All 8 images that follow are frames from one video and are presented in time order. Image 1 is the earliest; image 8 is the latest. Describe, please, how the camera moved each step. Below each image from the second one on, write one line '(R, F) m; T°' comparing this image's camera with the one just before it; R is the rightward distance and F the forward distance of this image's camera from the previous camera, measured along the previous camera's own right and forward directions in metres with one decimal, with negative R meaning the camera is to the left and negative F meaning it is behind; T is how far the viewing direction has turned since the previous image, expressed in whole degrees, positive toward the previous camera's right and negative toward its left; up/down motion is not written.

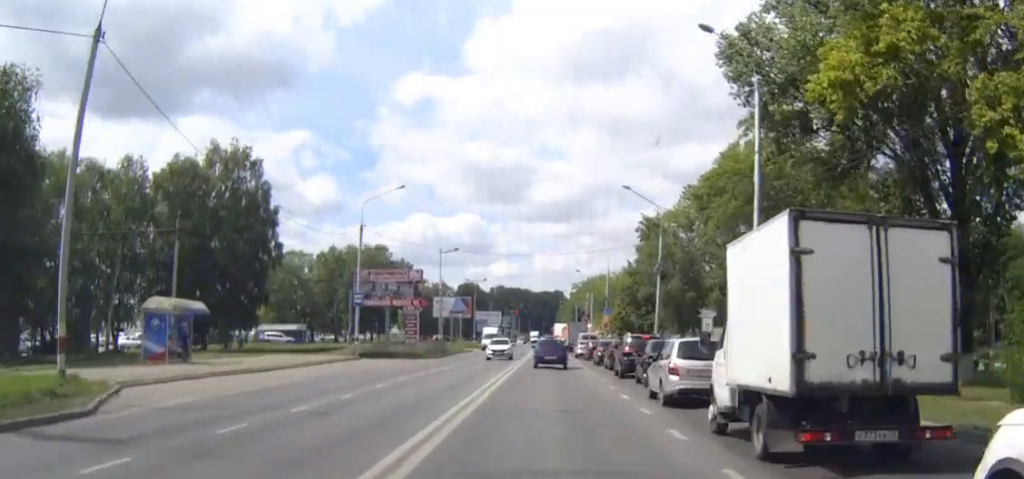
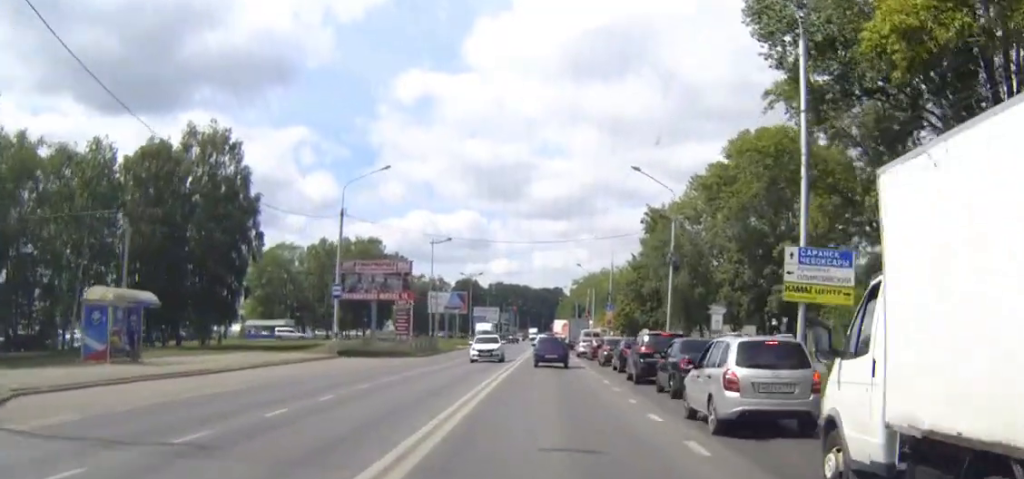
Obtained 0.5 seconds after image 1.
(0.0, +5.5) m; 0°
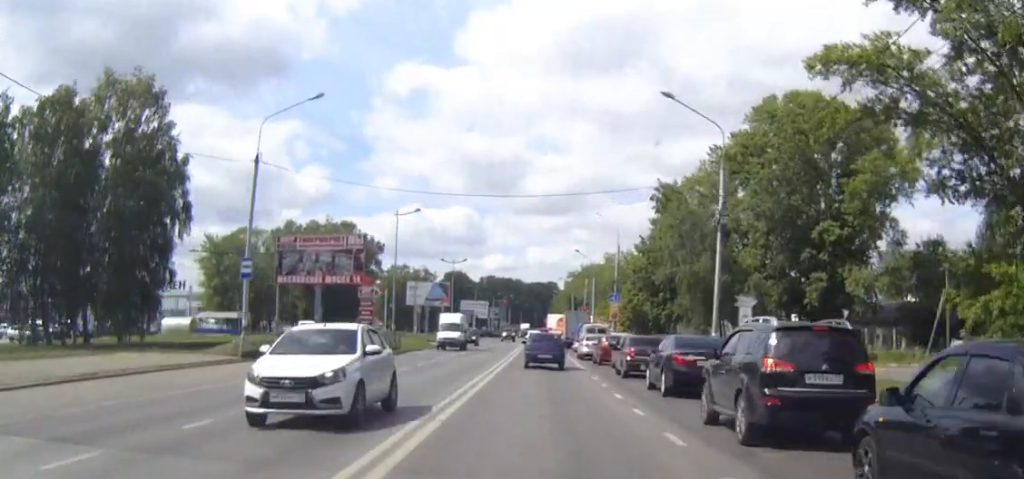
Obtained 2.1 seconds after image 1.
(0.0, +15.4) m; 0°
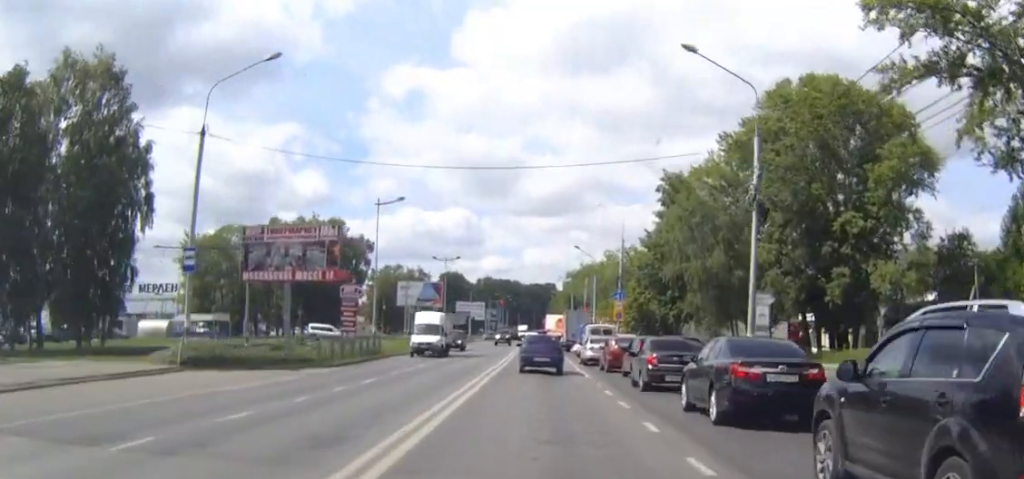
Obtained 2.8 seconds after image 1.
(+0.1, +6.3) m; 0°
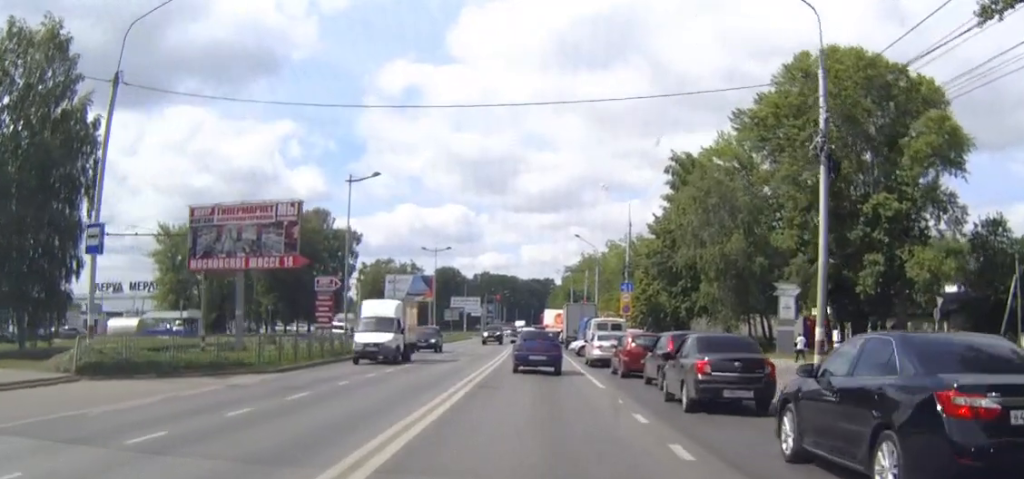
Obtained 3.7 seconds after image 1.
(0.0, +7.4) m; 0°
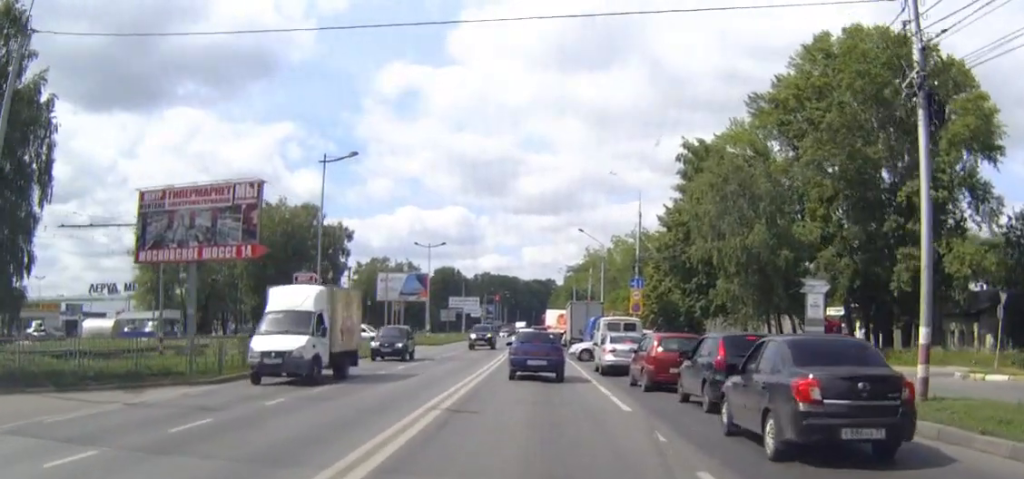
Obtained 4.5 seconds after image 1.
(0.0, +6.0) m; 0°
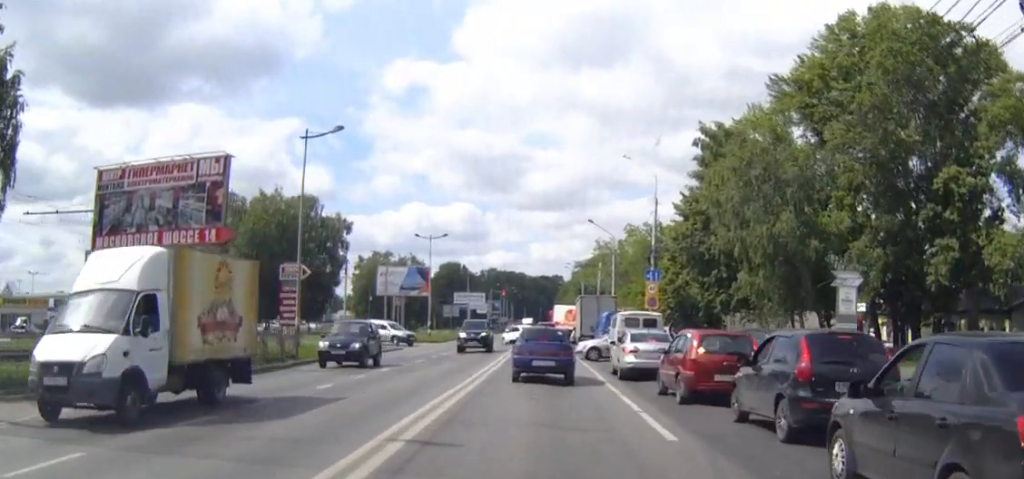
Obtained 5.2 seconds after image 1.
(0.0, +4.7) m; 0°
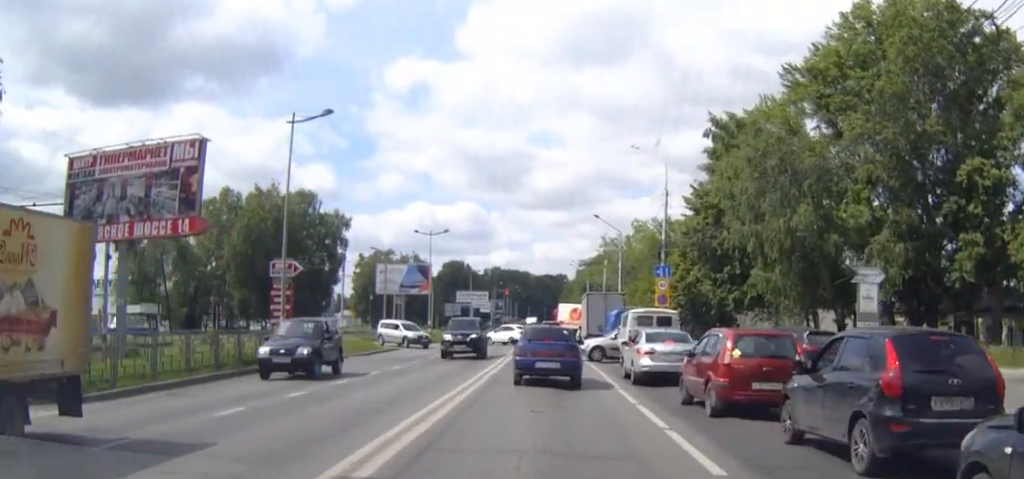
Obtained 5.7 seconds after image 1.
(0.0, +2.9) m; 0°
